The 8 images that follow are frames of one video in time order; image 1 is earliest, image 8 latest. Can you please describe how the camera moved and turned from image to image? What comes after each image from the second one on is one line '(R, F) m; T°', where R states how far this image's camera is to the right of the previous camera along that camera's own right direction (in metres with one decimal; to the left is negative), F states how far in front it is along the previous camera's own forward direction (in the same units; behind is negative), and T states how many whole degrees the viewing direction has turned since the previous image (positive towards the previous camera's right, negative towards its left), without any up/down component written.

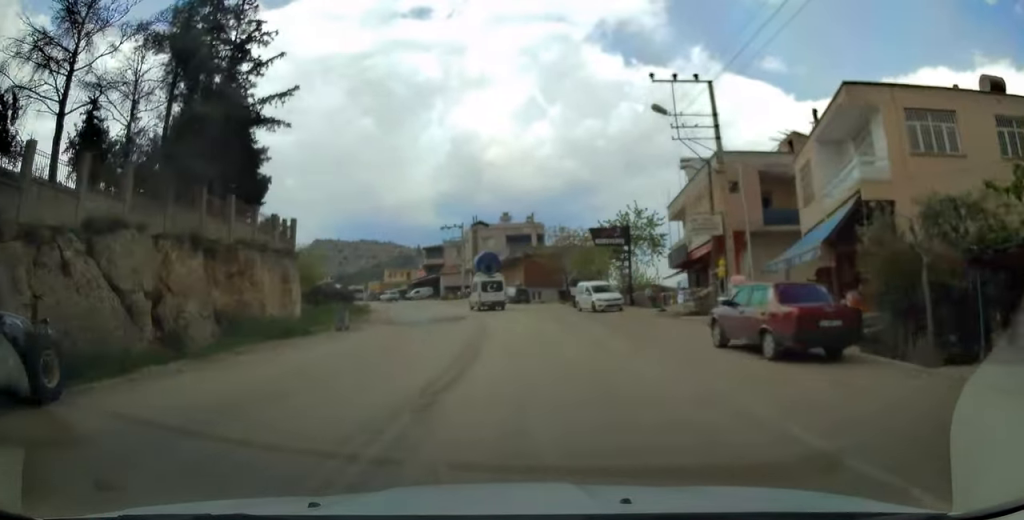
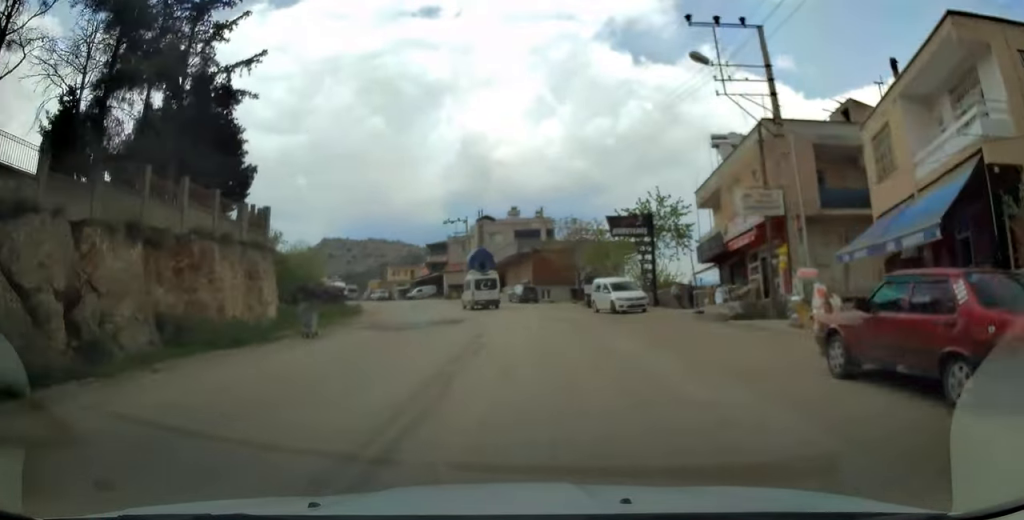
(0.0, +5.3) m; -1°
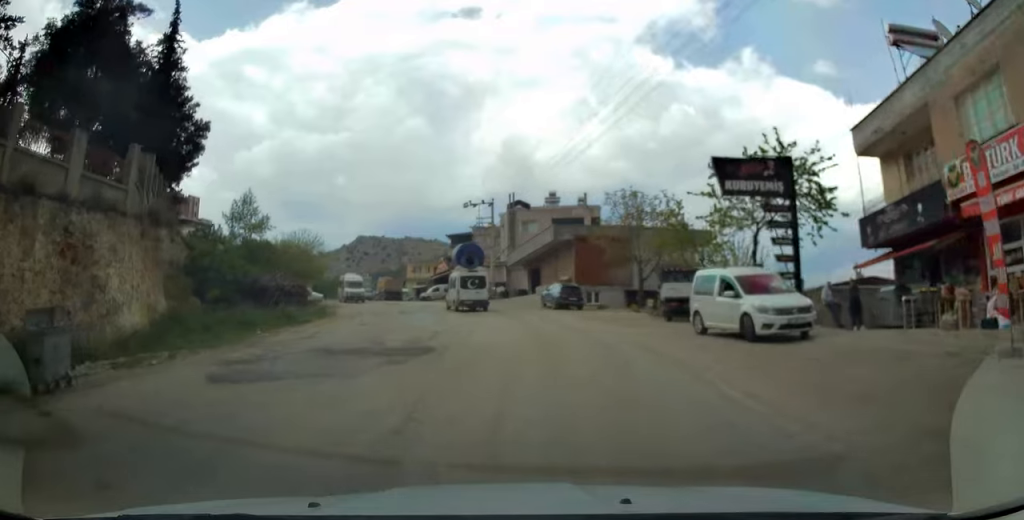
(-0.5, +15.2) m; -3°
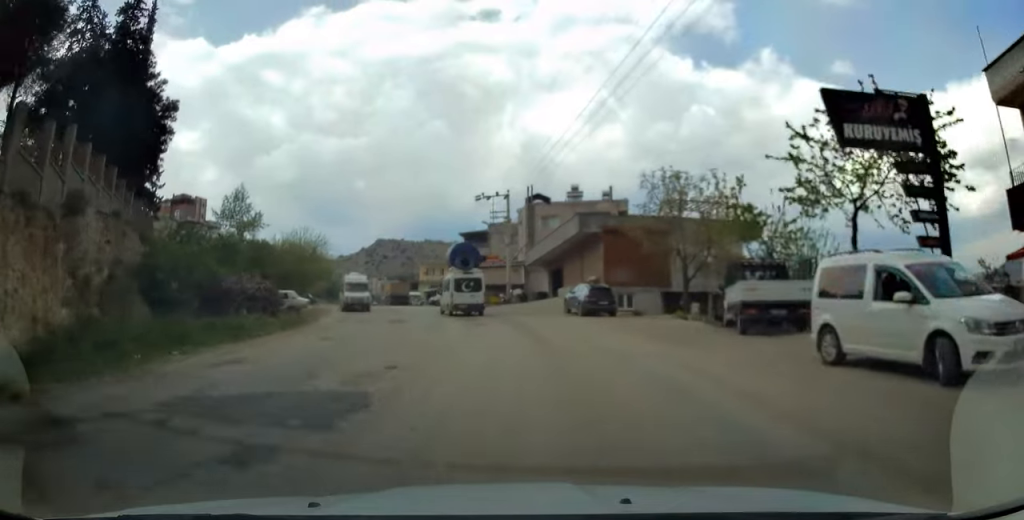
(-0.1, +6.9) m; -1°
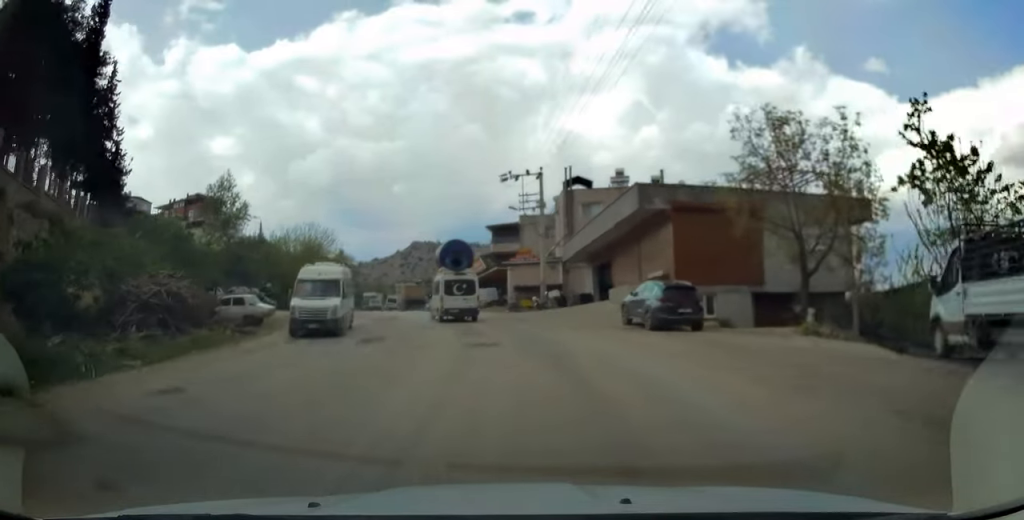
(-0.3, +10.9) m; -4°
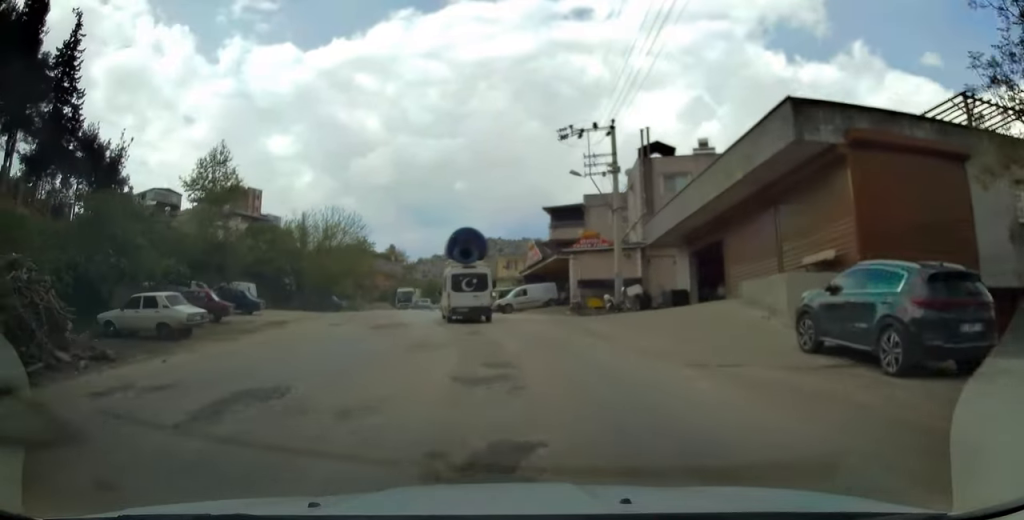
(-0.7, +11.8) m; -6°
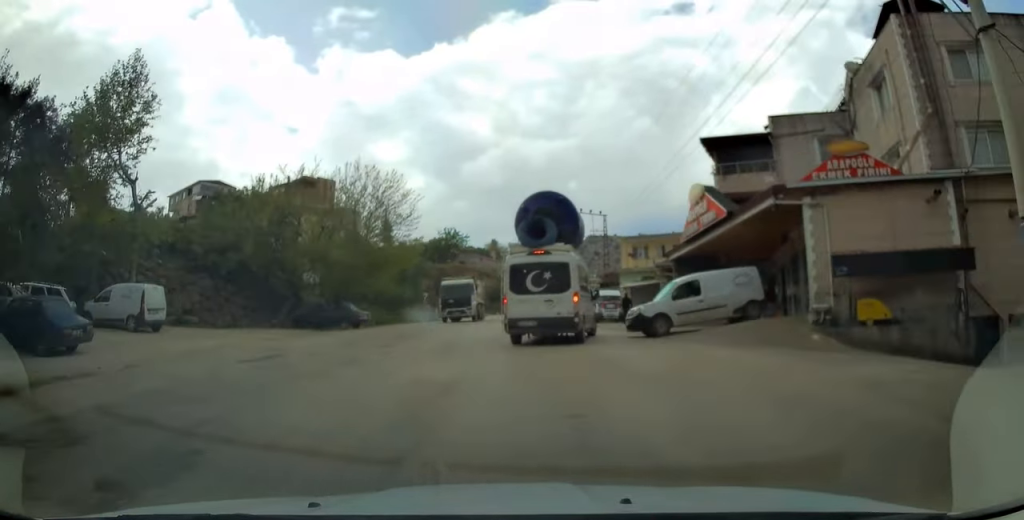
(-1.9, +22.6) m; -10°
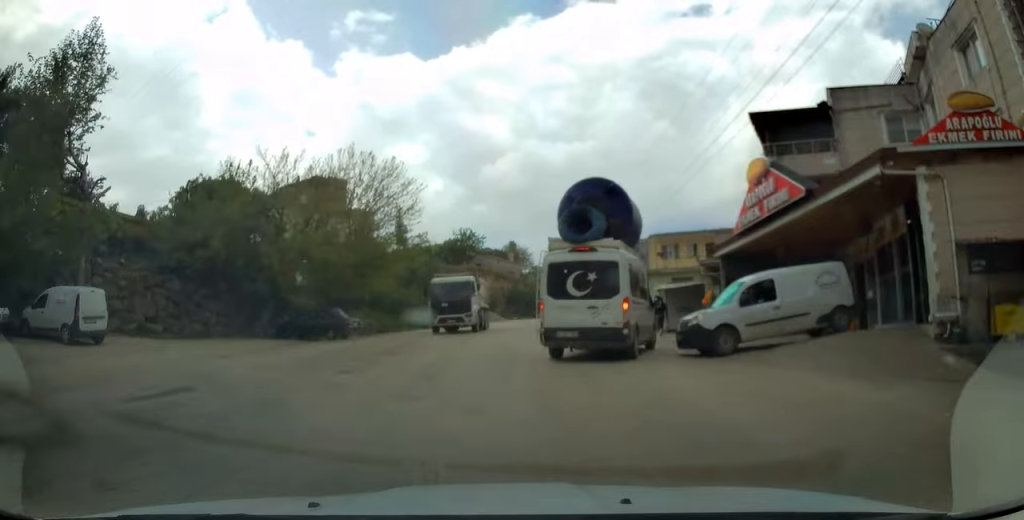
(-0.1, +4.7) m; -1°
